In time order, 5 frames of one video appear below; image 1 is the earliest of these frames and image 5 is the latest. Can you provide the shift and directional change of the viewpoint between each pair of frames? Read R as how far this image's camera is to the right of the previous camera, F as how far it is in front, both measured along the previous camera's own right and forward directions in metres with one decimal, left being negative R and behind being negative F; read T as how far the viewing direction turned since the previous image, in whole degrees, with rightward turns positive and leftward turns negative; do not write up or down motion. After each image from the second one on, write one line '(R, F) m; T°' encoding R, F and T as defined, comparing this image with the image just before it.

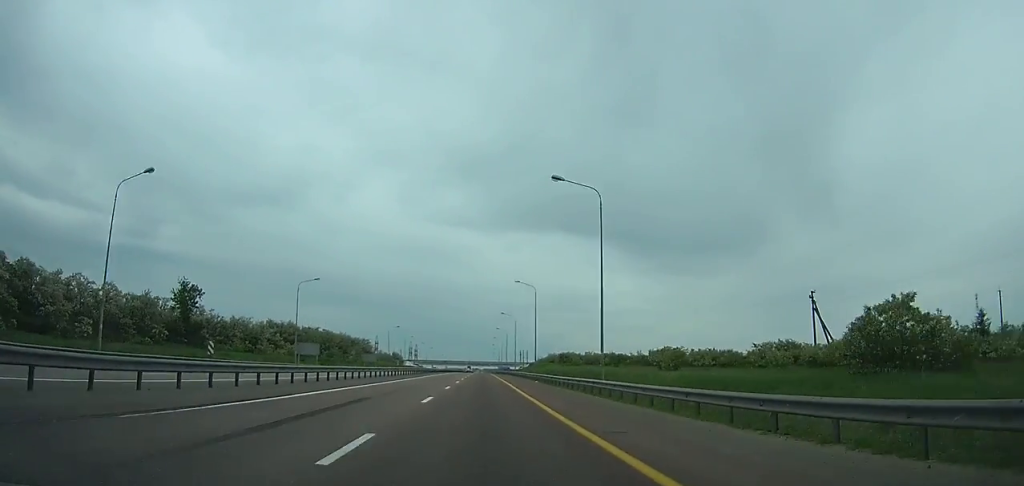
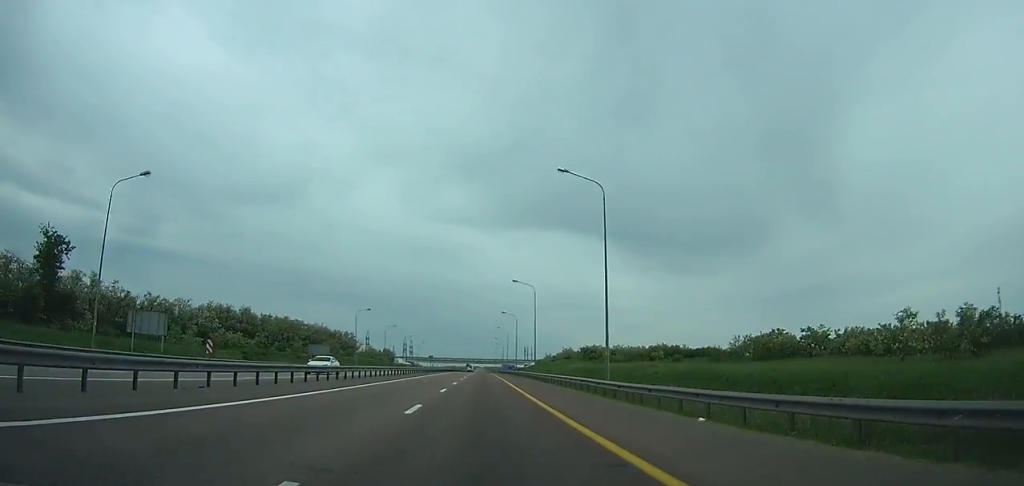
(0.0, +41.7) m; 0°
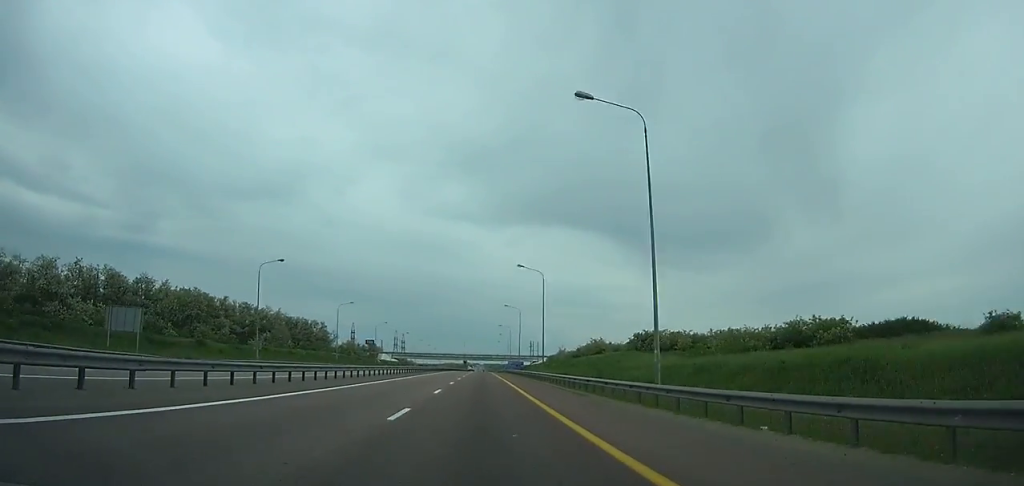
(-0.1, +52.4) m; 0°
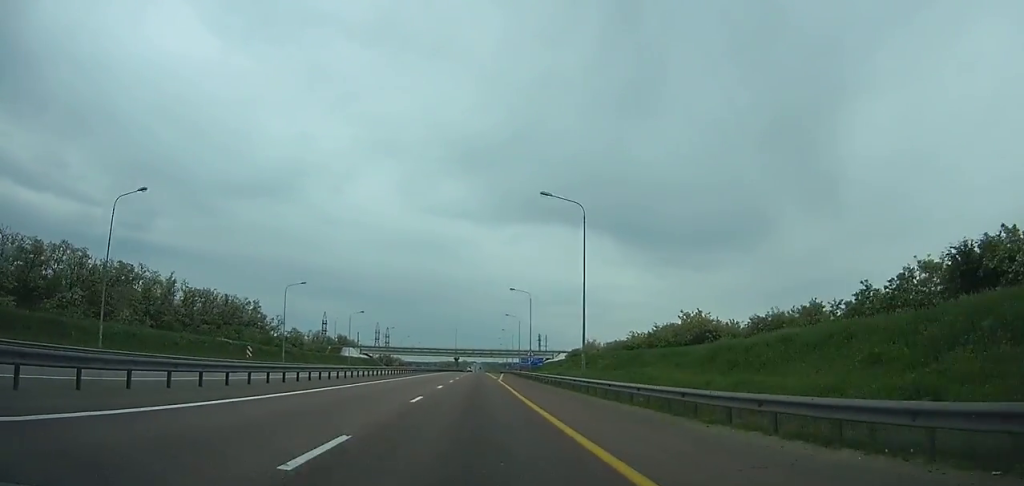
(+0.1, +65.7) m; 0°
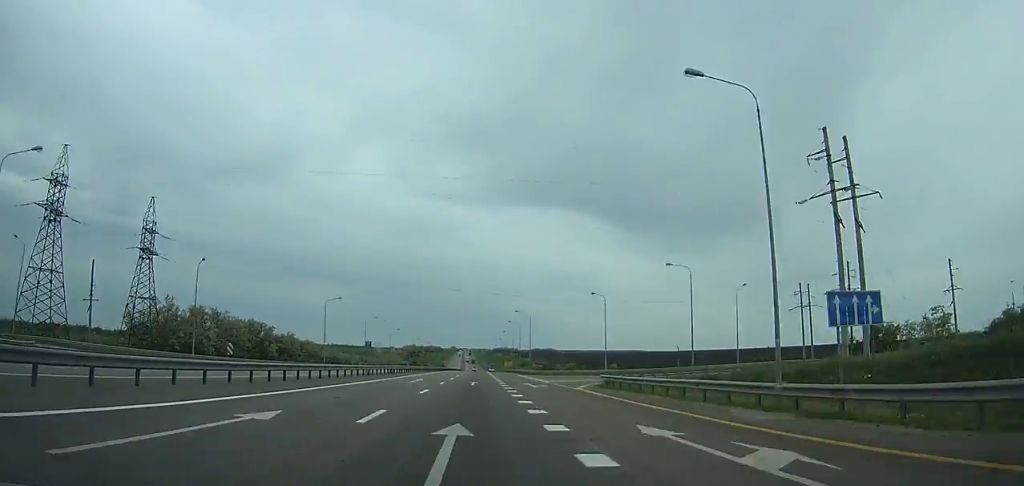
(+1.2, +271.9) m; 0°
